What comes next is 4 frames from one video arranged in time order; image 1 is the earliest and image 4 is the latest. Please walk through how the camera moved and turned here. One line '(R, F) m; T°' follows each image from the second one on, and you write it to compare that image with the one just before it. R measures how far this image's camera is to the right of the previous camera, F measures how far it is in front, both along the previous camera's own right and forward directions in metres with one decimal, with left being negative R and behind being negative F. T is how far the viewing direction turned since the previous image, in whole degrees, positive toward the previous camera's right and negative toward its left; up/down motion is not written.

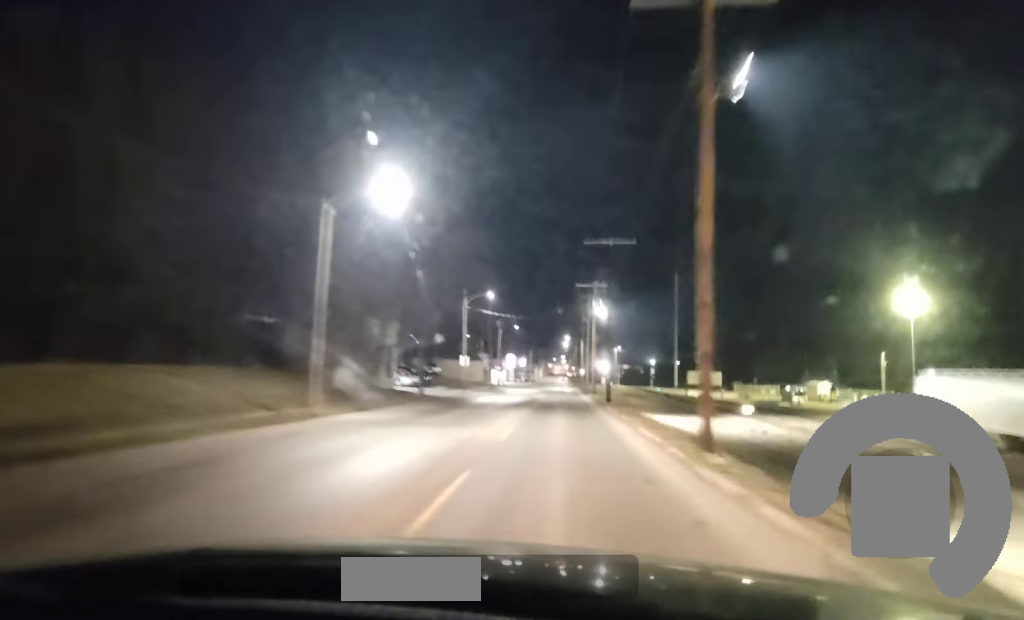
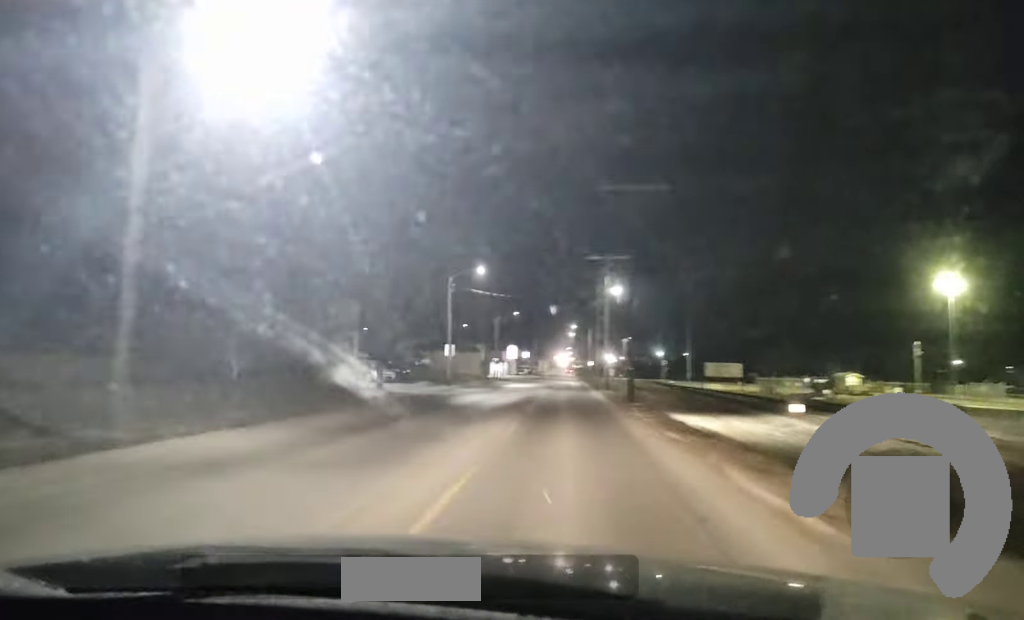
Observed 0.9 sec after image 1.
(-0.2, +11.7) m; 0°
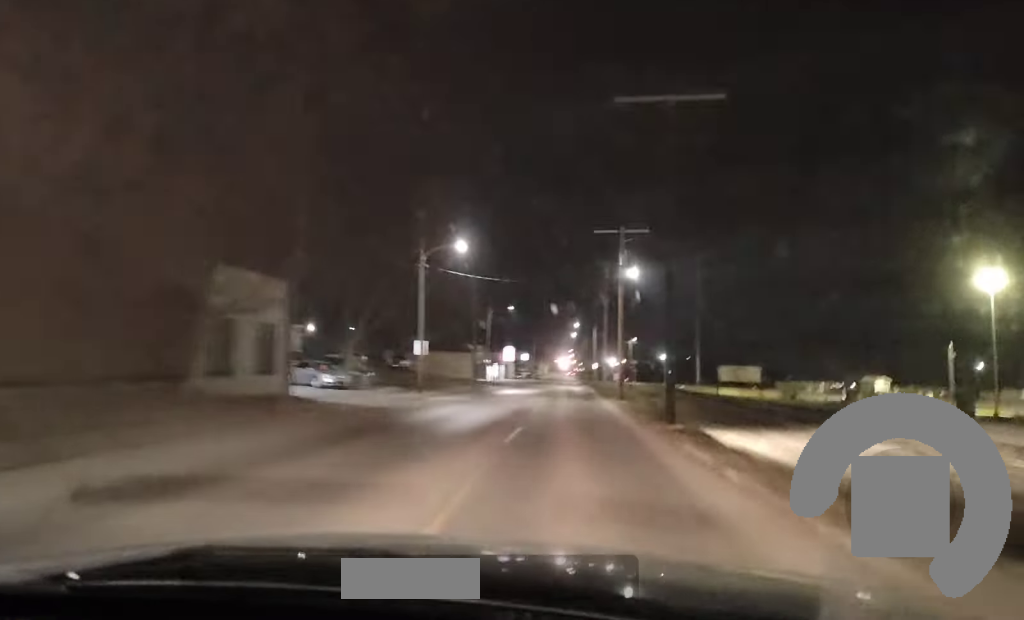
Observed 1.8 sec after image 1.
(+0.1, +13.2) m; +1°
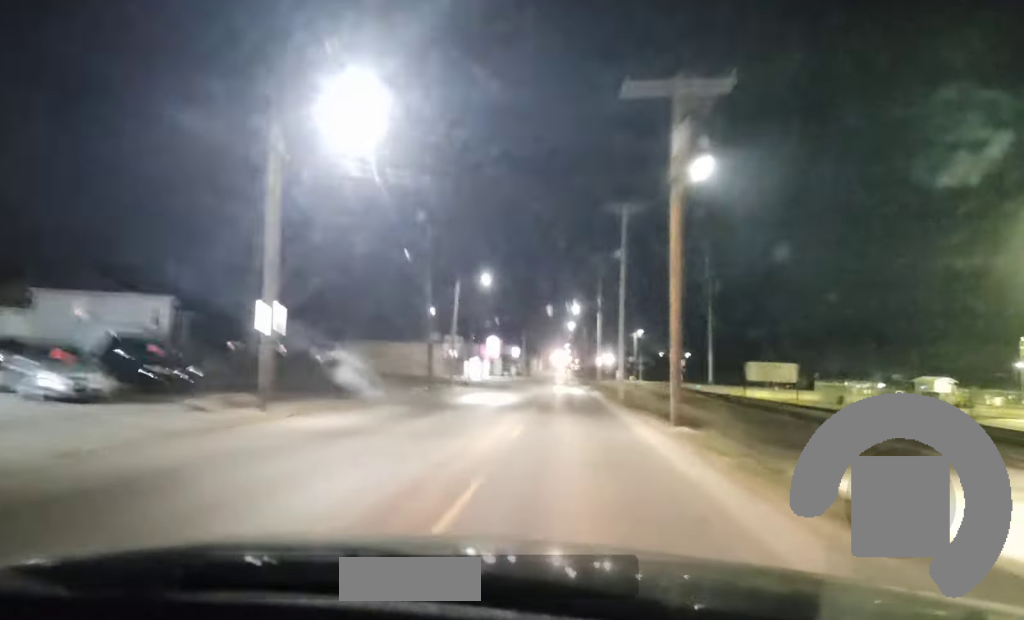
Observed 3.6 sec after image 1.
(+0.2, +24.9) m; 0°
